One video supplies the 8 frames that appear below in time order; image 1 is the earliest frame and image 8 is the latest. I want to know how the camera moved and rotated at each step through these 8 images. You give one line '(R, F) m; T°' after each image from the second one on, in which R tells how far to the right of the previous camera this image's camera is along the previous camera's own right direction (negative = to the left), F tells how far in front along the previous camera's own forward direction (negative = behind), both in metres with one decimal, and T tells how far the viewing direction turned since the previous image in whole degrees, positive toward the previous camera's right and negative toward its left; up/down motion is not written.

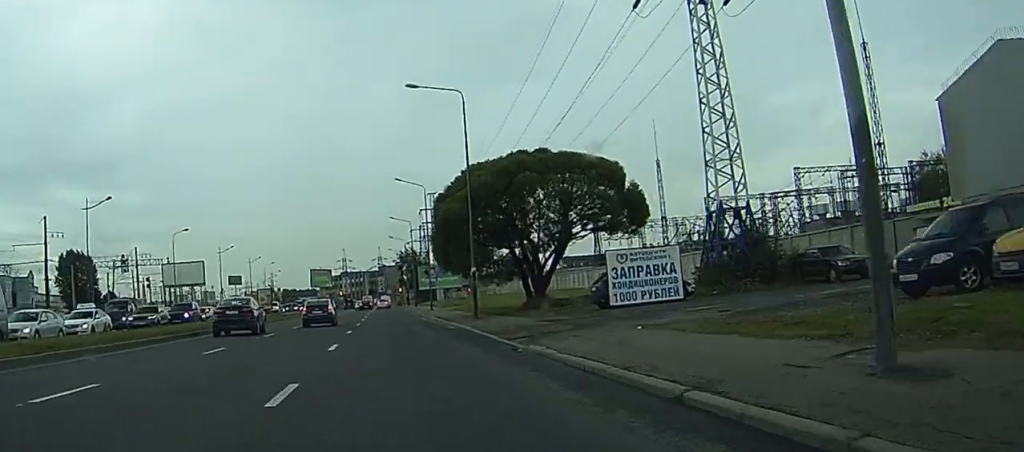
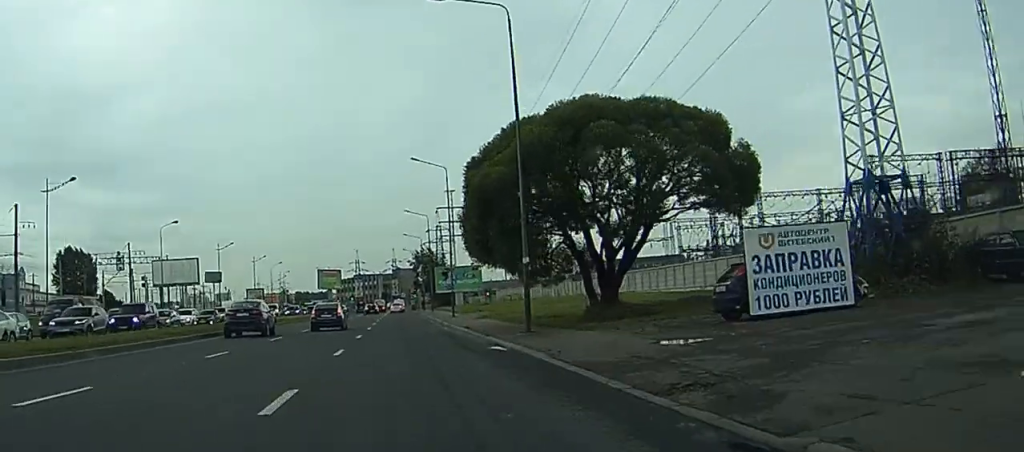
(0.0, +12.6) m; 0°
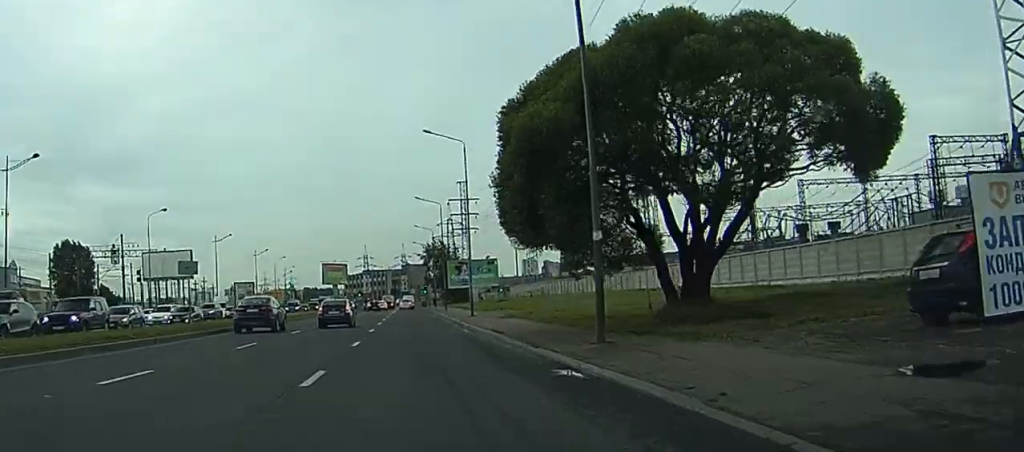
(0.0, +8.9) m; 0°
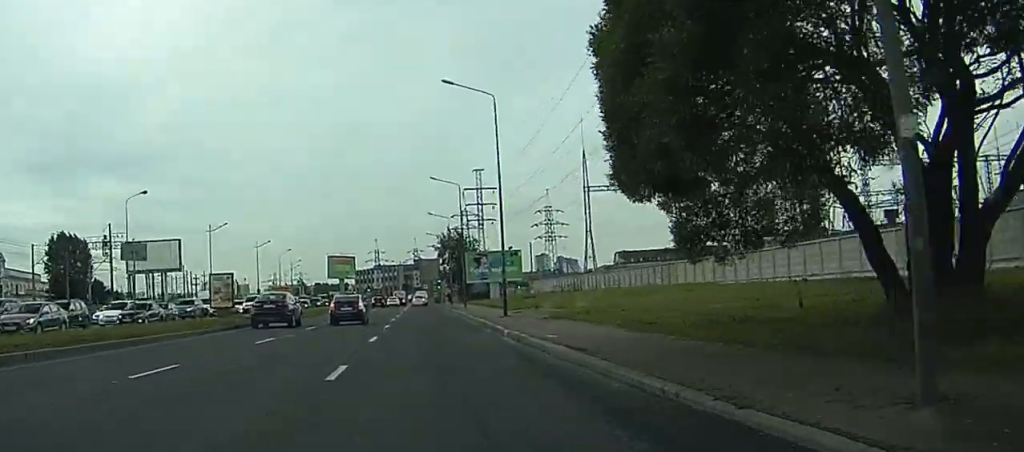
(0.0, +11.4) m; 0°
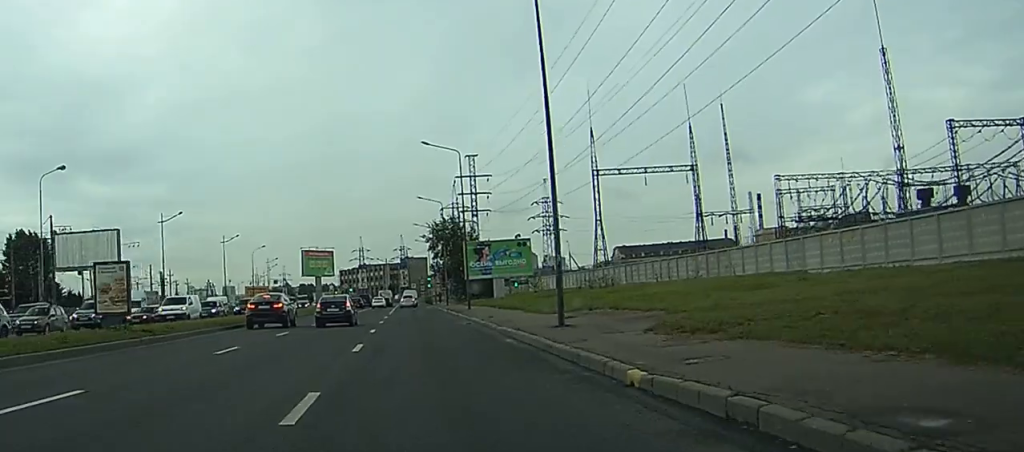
(+0.1, +17.4) m; 0°
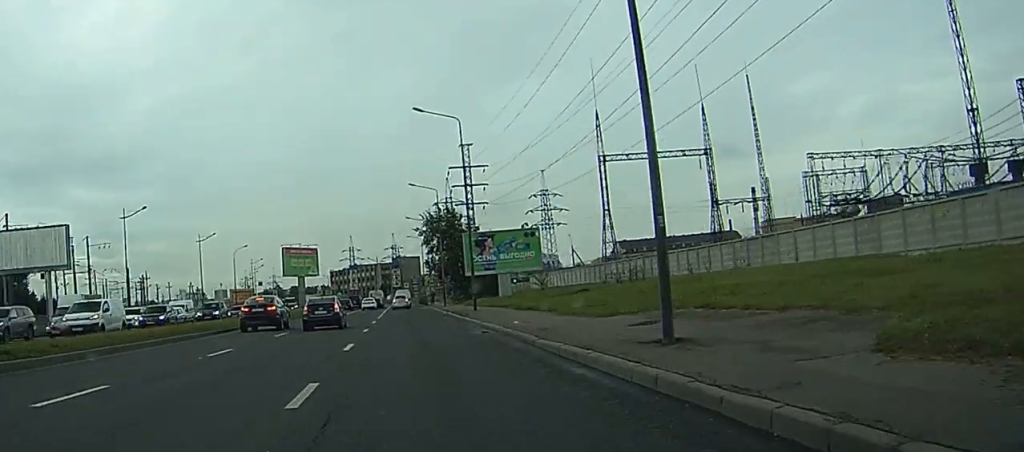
(-0.1, +10.8) m; -1°
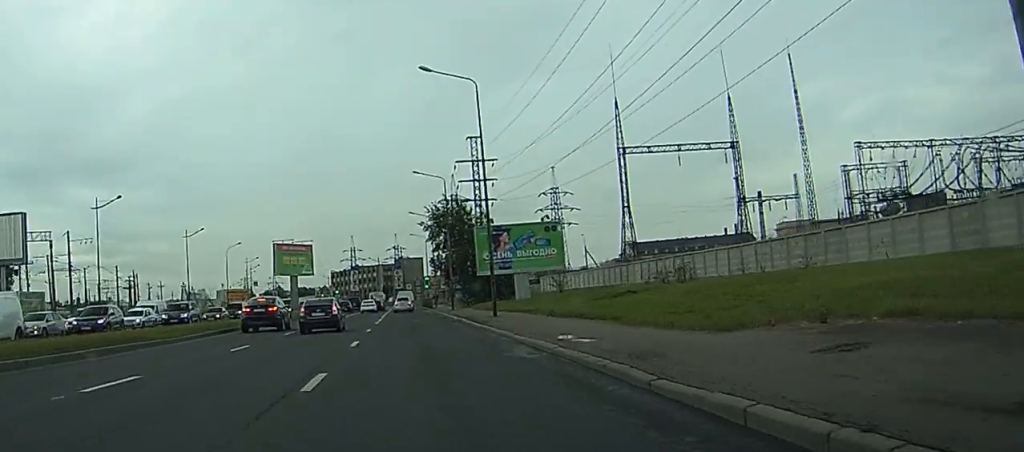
(0.0, +9.2) m; 0°
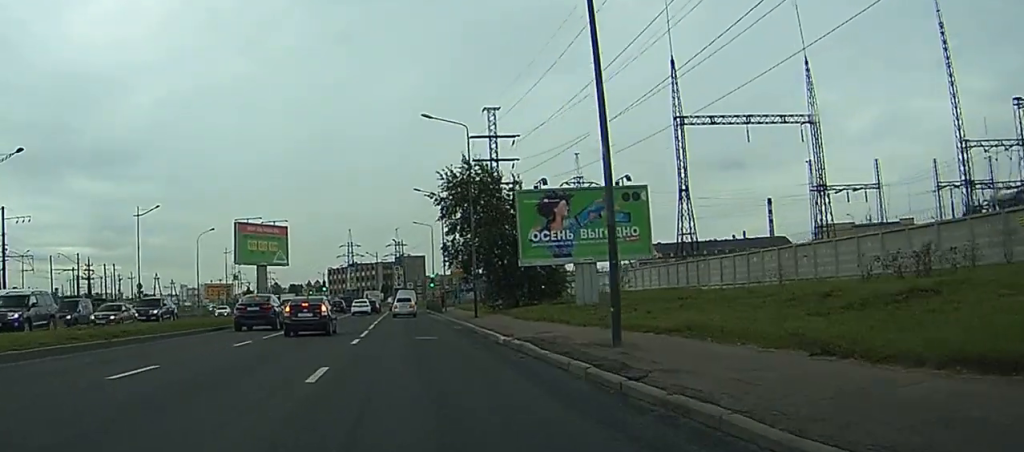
(-0.1, +22.8) m; 0°
